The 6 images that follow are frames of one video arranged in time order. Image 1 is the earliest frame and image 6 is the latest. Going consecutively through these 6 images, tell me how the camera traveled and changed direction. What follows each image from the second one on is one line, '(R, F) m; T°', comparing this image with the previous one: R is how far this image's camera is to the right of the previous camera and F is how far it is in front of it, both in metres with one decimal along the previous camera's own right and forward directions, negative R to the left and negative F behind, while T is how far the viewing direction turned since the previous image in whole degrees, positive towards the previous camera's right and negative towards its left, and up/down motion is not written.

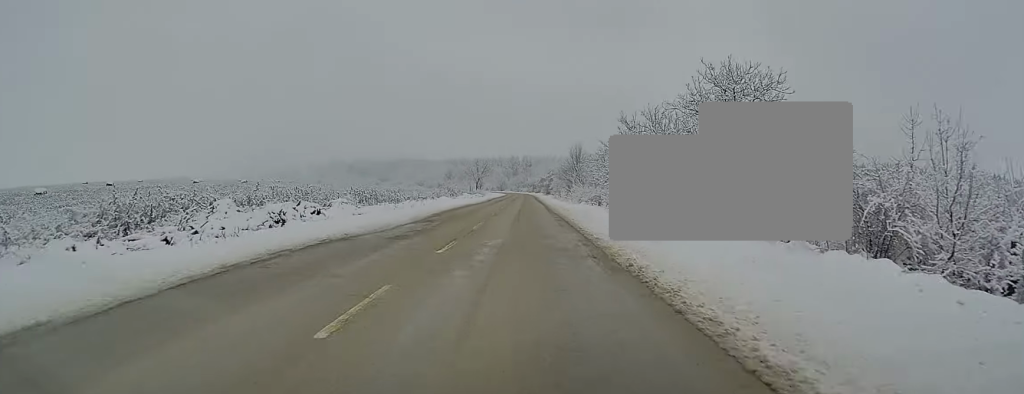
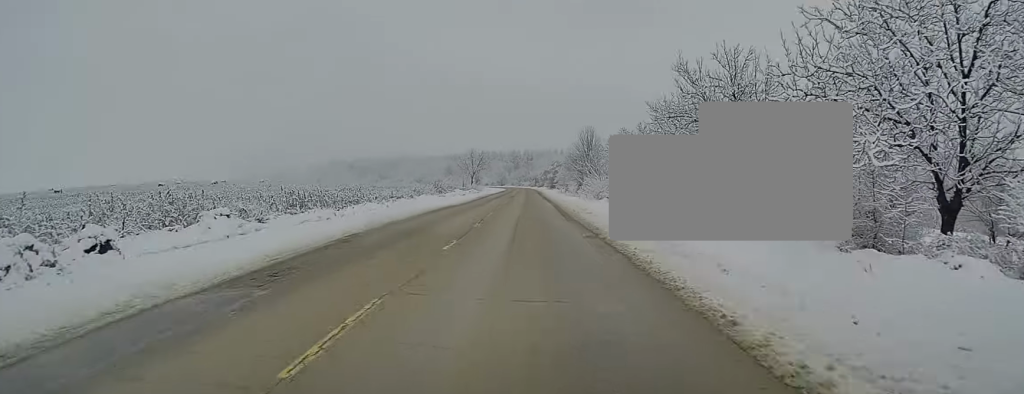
(+0.2, +16.6) m; 0°
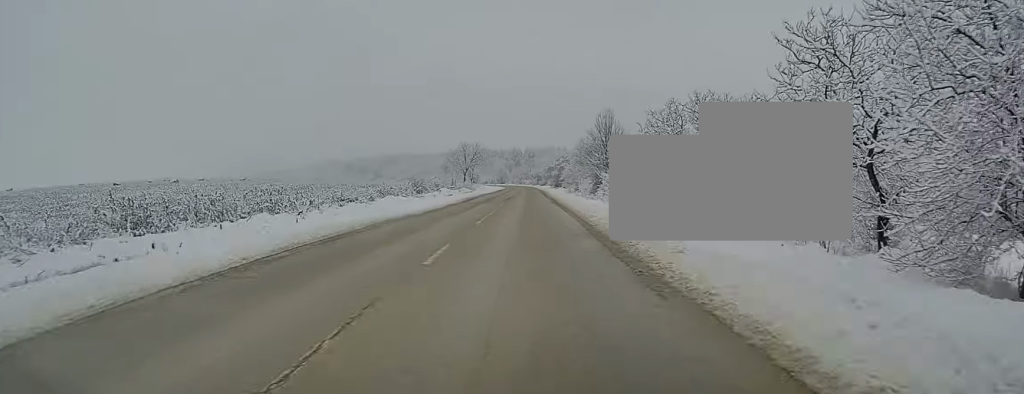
(-0.2, +17.5) m; -1°
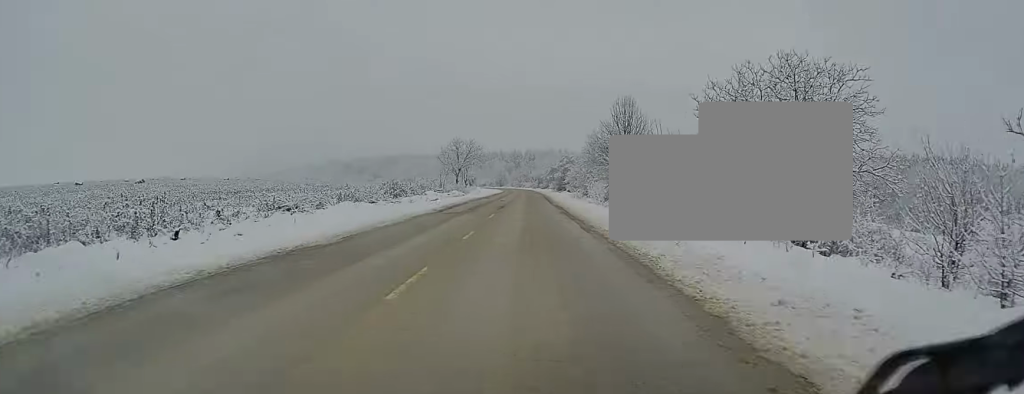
(0.0, +12.3) m; 0°
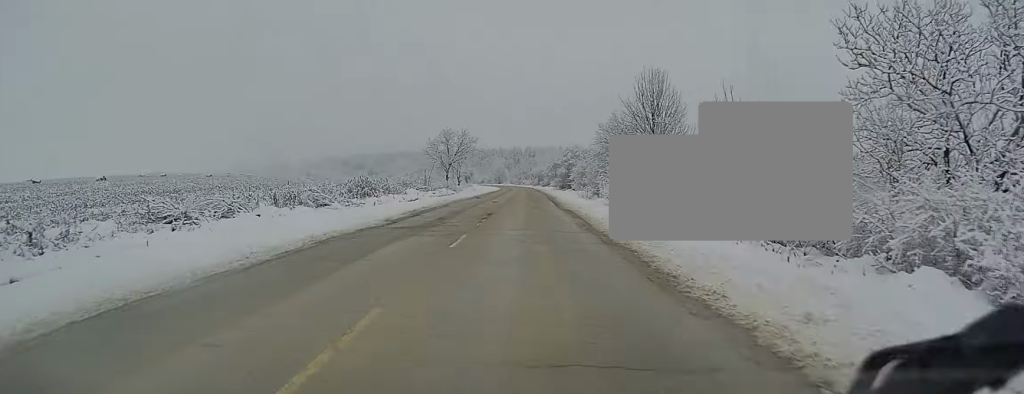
(0.0, +11.7) m; 0°
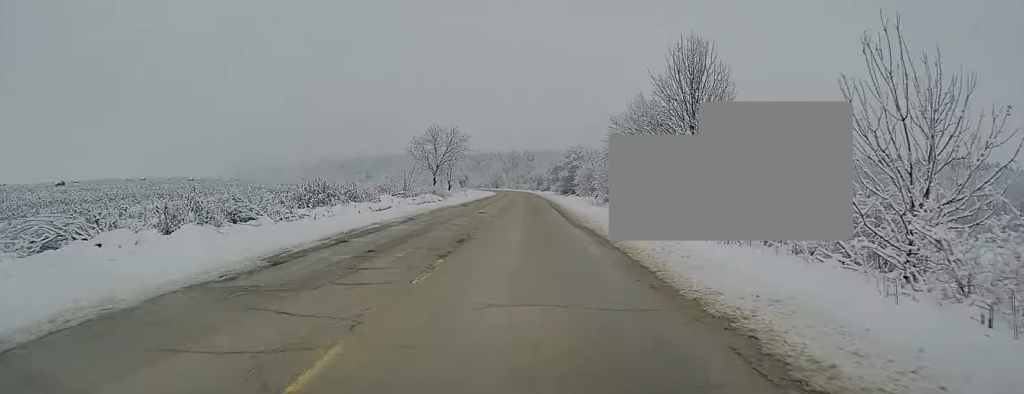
(-0.1, +10.4) m; 0°
